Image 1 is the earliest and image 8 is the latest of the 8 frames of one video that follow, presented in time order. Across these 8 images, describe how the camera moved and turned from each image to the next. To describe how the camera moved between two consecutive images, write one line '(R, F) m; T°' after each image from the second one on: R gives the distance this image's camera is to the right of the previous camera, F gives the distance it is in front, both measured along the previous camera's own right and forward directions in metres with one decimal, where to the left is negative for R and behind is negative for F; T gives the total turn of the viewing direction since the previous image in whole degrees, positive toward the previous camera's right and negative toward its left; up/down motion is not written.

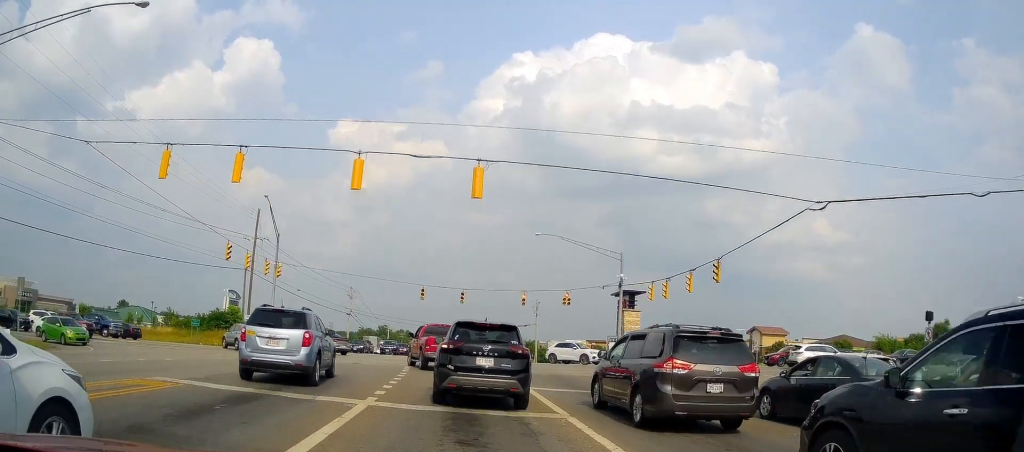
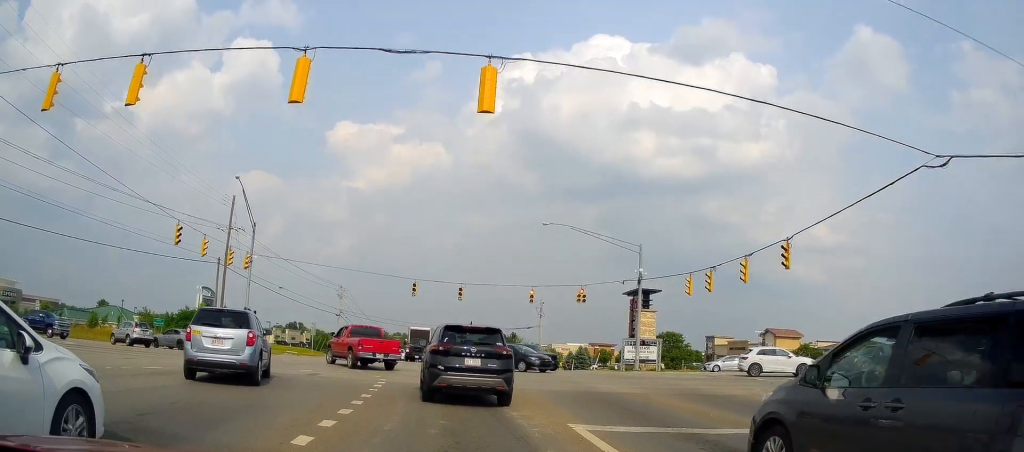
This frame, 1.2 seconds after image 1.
(+0.1, +6.6) m; +1°
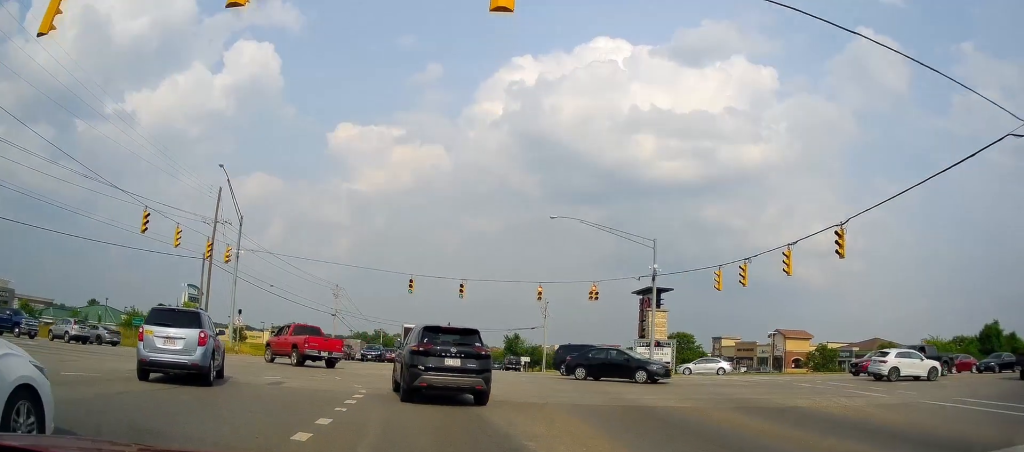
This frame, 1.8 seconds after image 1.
(0.0, +3.4) m; -1°
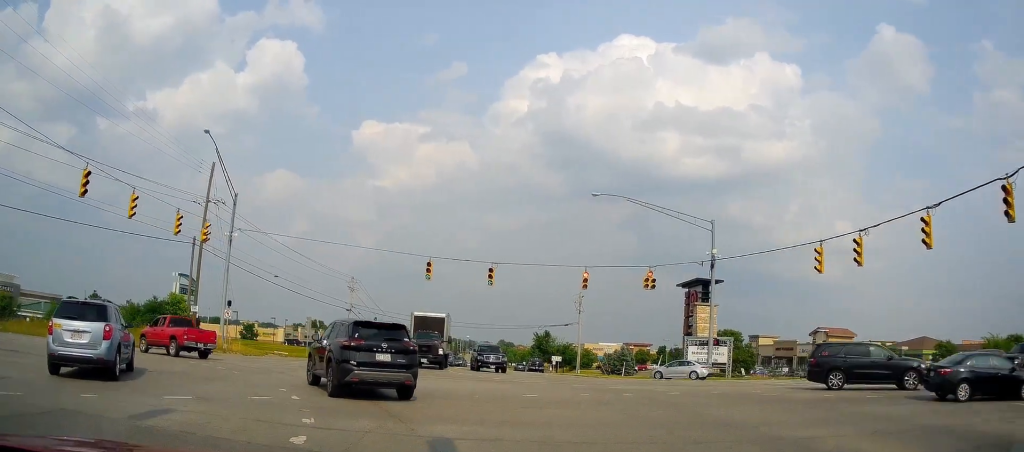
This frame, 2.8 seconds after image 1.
(-0.1, +6.3) m; -4°
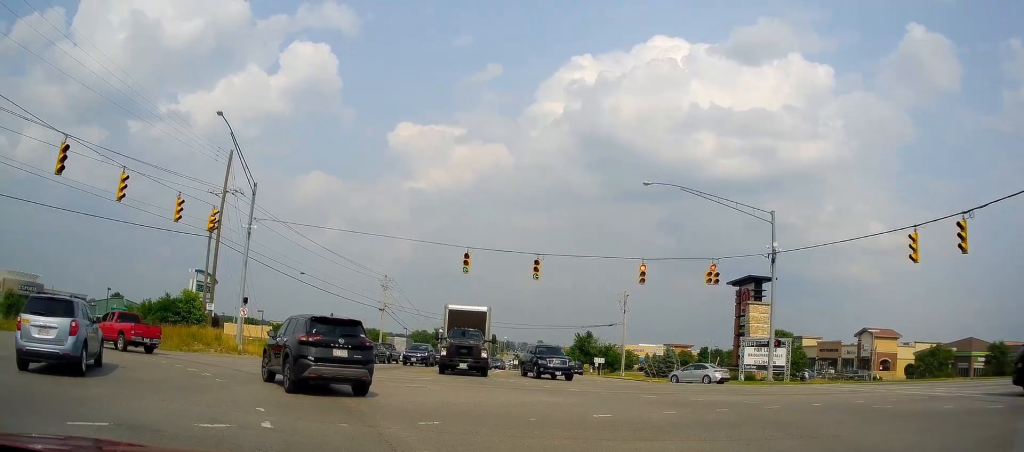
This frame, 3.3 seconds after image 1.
(0.0, +3.3) m; -3°
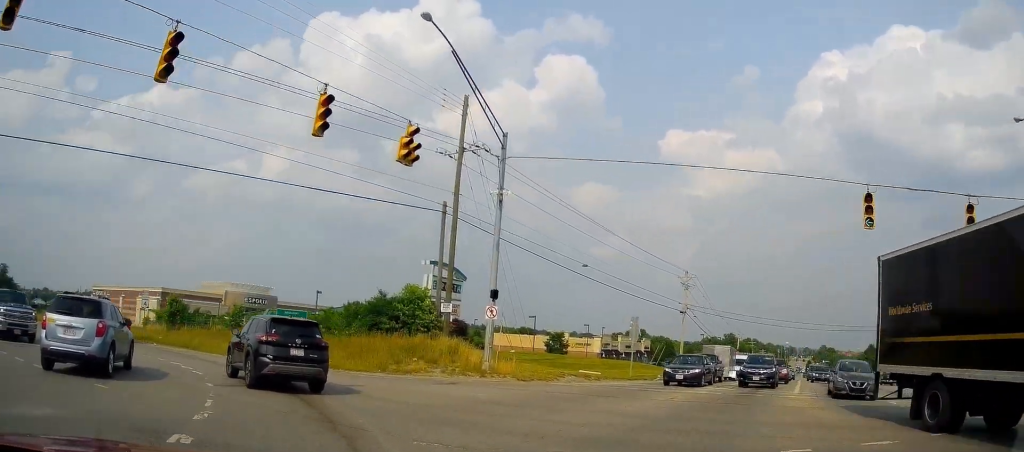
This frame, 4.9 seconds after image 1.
(-2.0, +12.9) m; -17°
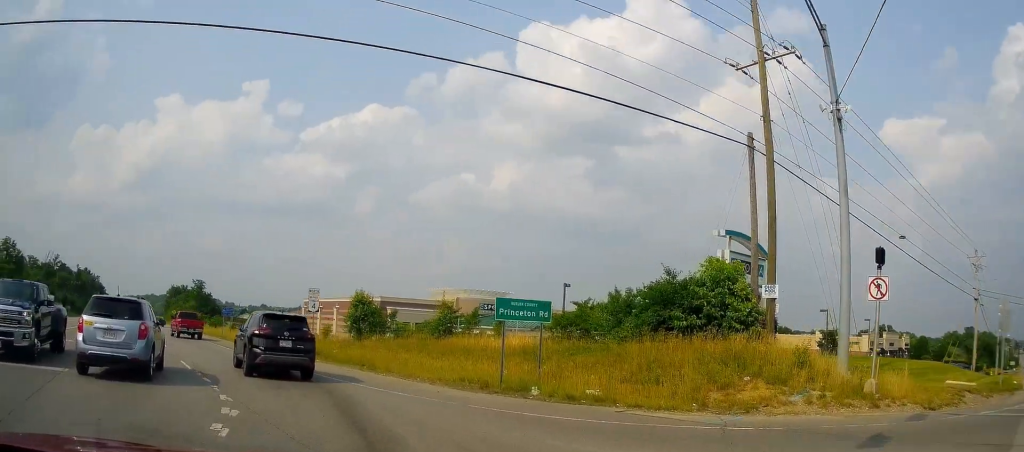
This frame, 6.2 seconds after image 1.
(-1.2, +11.4) m; -17°
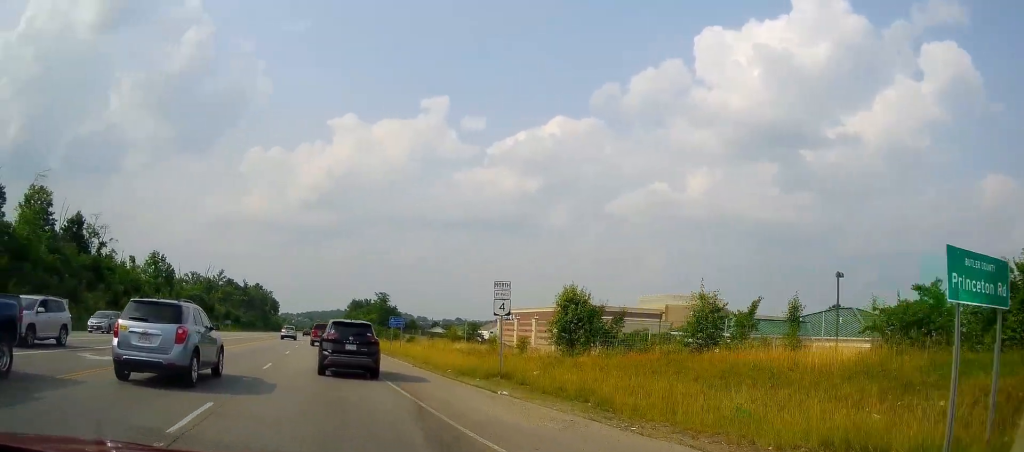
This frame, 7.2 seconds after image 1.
(-1.6, +9.2) m; -21°
